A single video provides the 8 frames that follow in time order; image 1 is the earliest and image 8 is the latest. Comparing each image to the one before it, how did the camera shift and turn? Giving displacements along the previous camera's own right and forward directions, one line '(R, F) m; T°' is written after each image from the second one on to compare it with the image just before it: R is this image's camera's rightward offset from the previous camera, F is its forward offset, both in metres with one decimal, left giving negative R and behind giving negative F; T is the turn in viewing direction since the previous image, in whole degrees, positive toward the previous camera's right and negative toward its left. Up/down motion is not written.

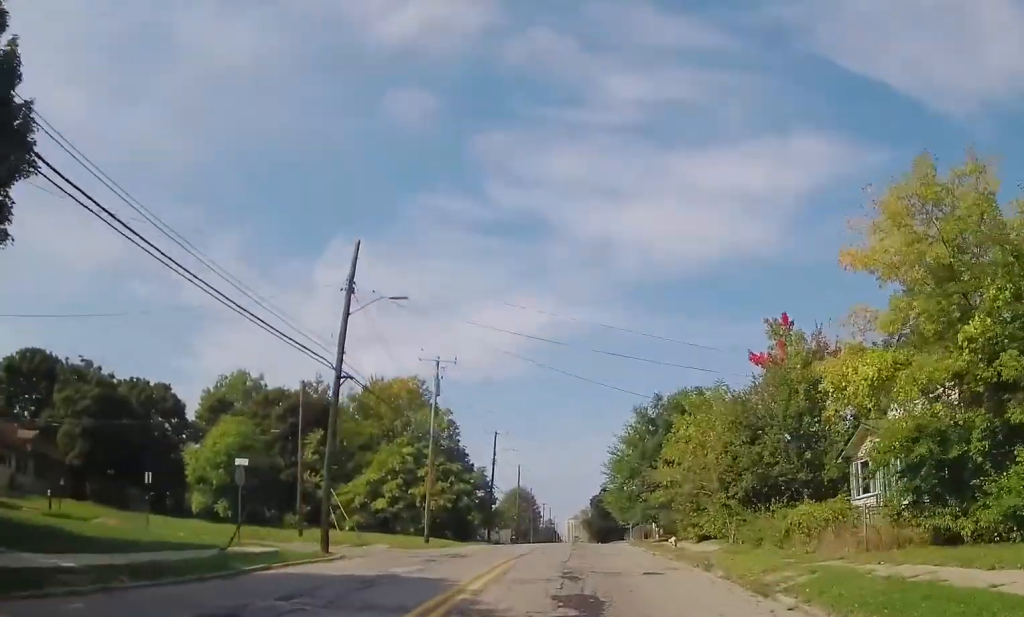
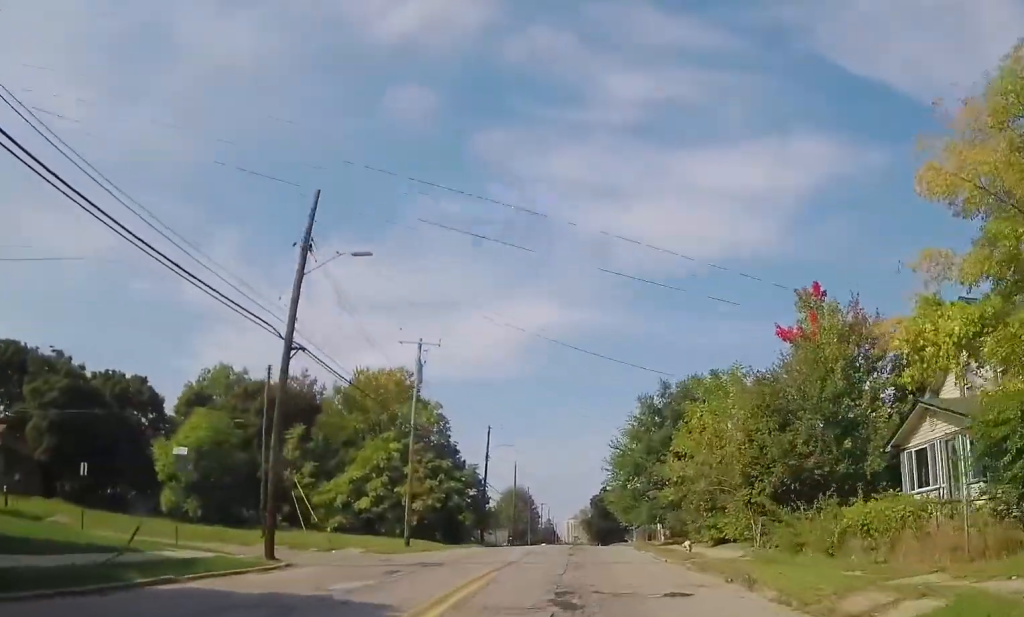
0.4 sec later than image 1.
(0.0, +4.7) m; 0°
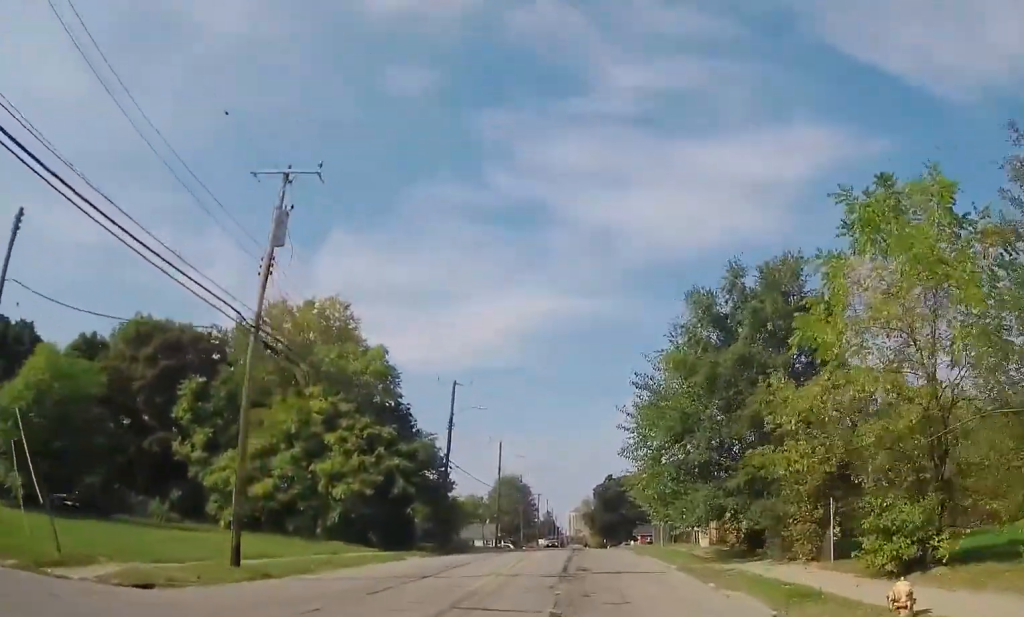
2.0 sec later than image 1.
(-0.1, +19.2) m; -3°
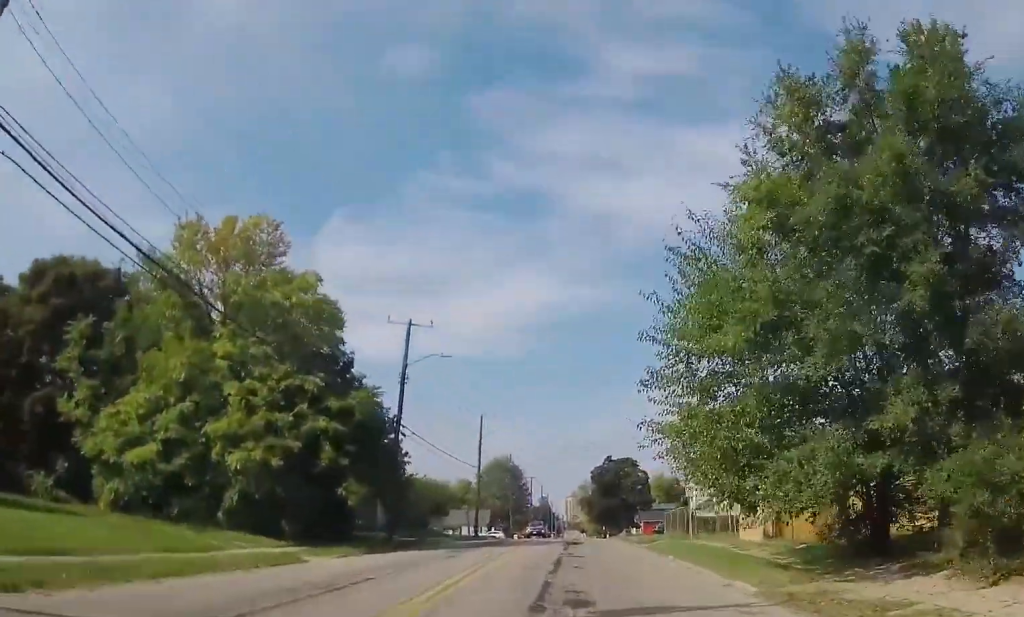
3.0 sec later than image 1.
(-0.5, +11.5) m; 0°
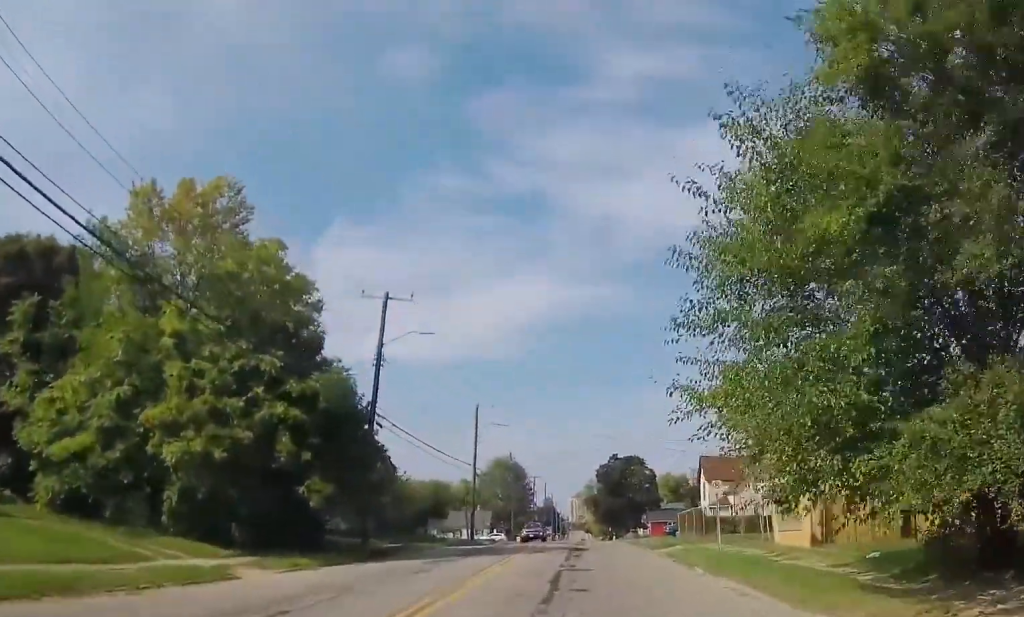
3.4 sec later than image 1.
(+0.2, +4.8) m; +1°
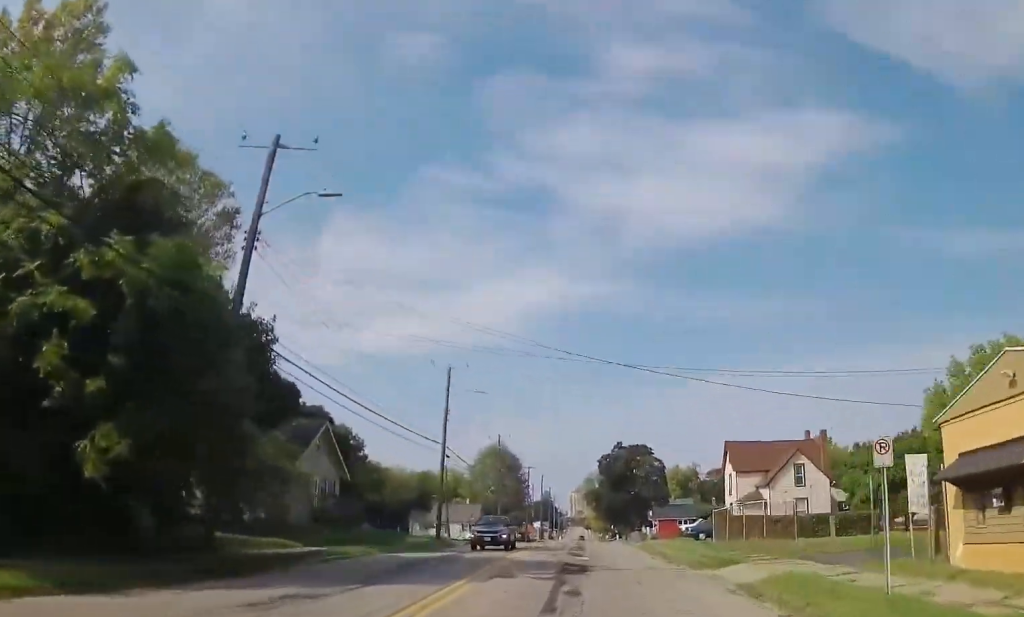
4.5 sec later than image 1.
(+0.4, +12.8) m; +2°
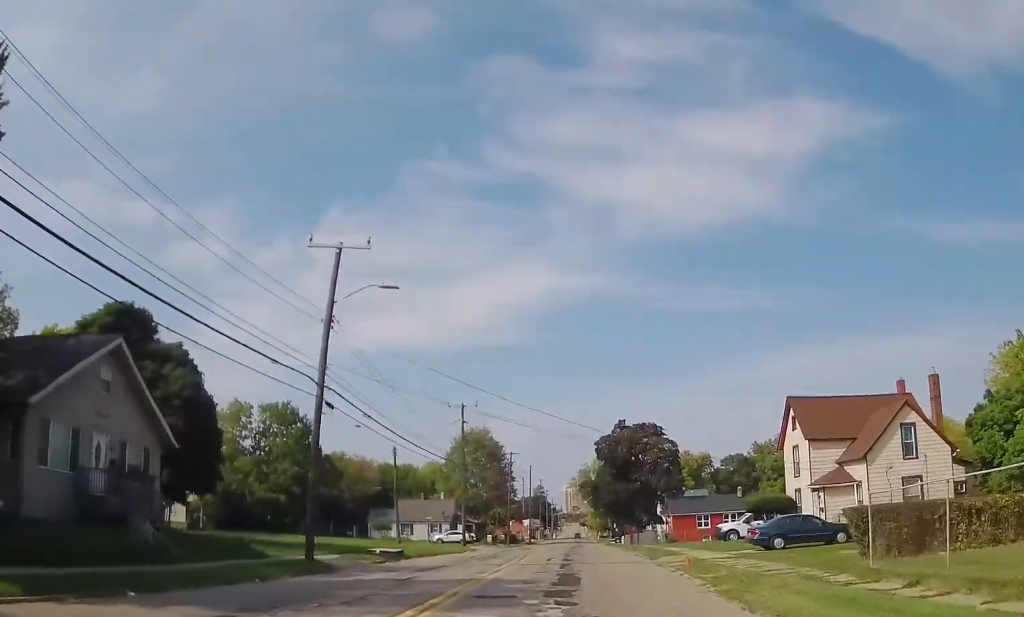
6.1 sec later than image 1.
(0.0, +20.1) m; 0°
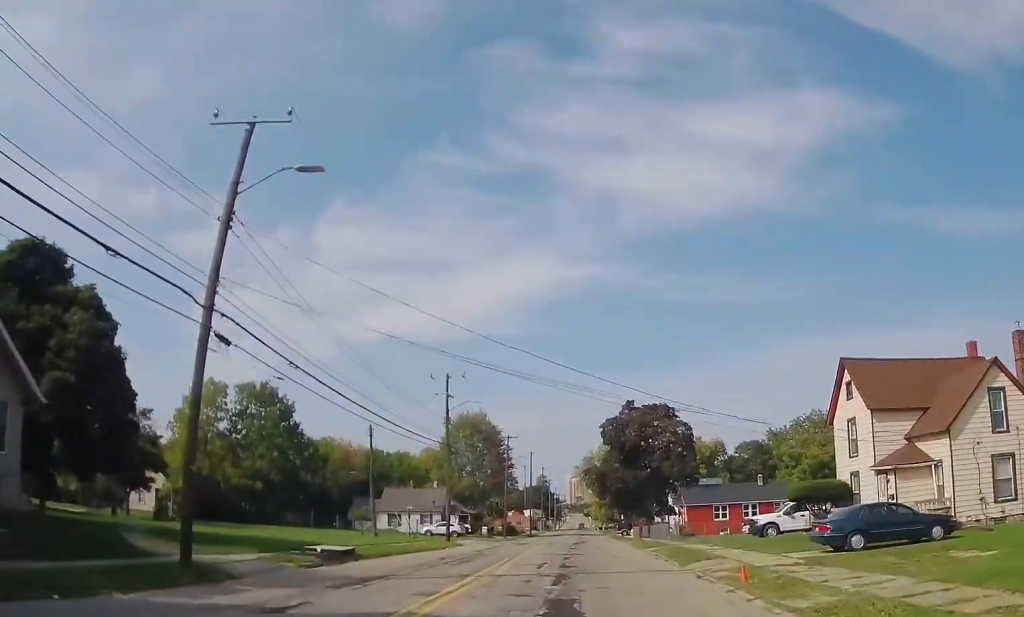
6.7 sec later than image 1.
(0.0, +8.3) m; 0°
